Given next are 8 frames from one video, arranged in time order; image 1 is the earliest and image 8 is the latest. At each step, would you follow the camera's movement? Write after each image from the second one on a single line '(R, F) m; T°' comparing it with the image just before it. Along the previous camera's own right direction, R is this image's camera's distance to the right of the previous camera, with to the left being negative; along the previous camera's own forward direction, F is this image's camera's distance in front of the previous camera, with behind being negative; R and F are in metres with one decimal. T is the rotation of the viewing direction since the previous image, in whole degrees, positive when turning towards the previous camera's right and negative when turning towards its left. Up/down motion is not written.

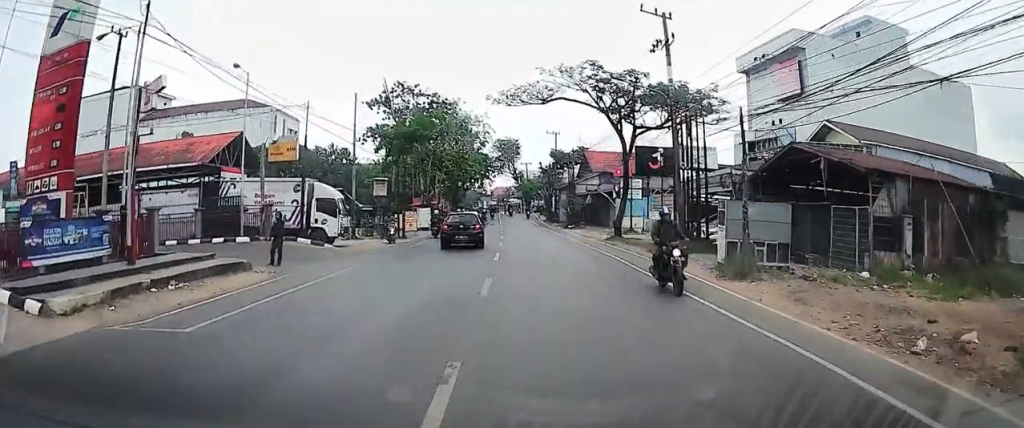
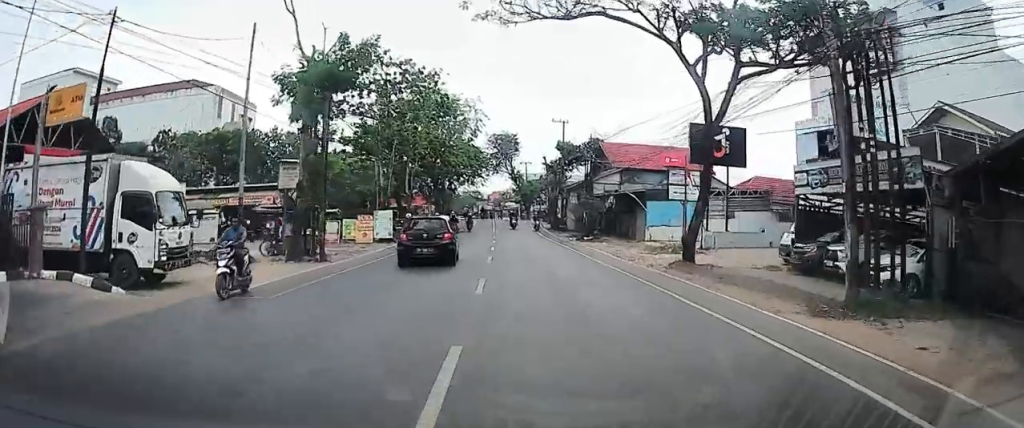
(0.0, +11.6) m; 0°
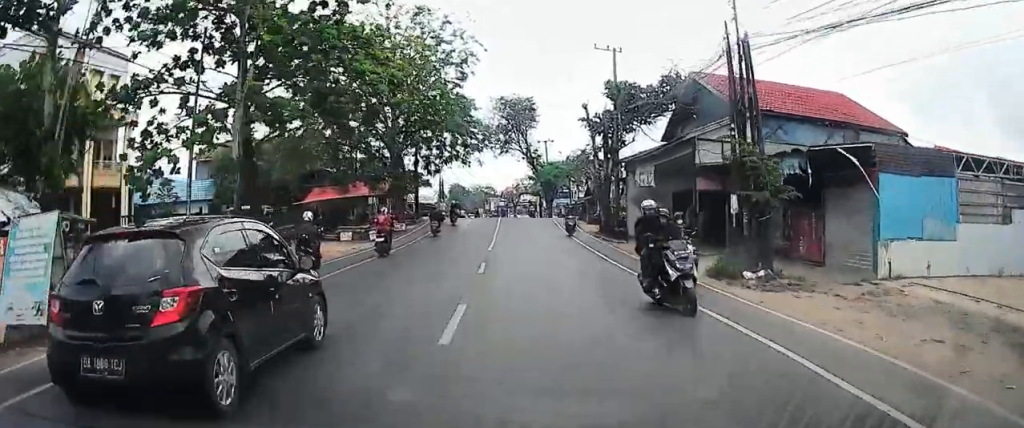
(-0.1, +22.7) m; -1°
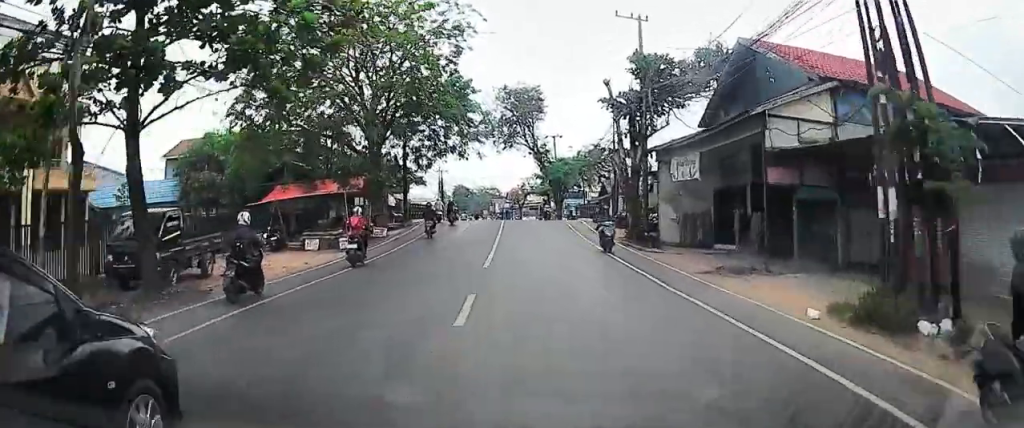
(0.0, +6.0) m; 0°
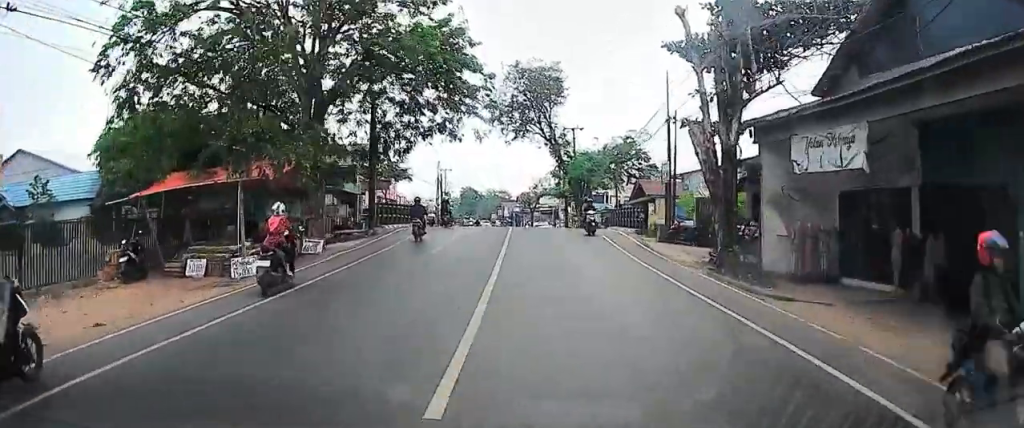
(0.0, +10.2) m; 0°
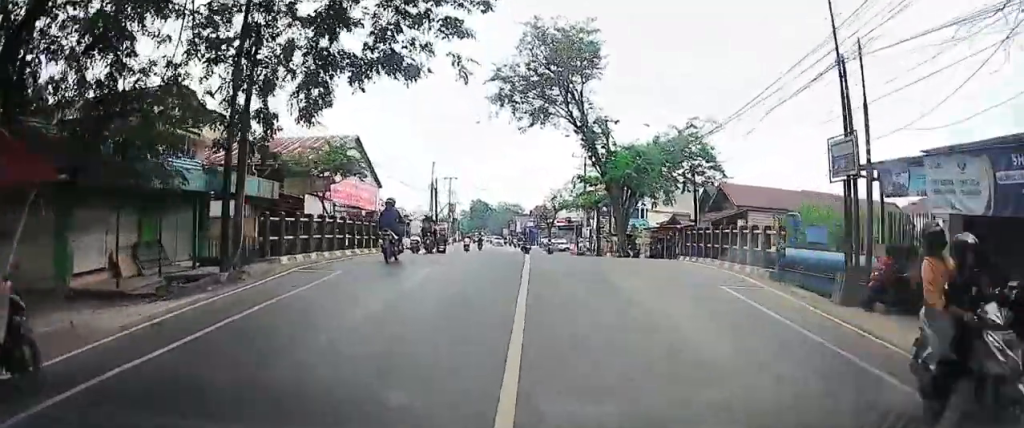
(+0.1, +14.3) m; -1°
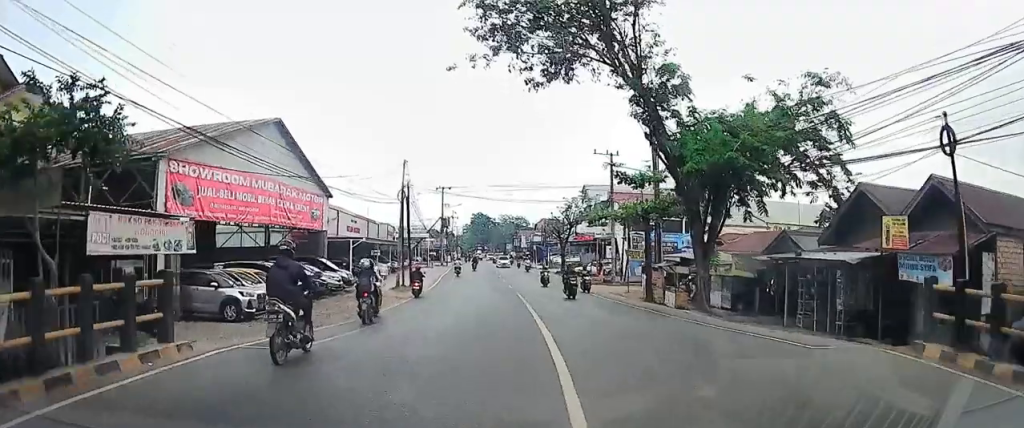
(-0.4, +16.9) m; -3°
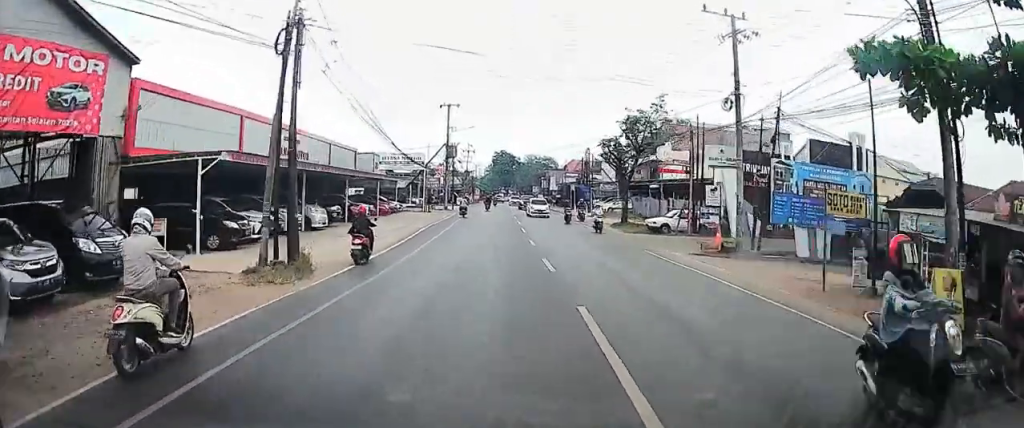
(-0.6, +24.2) m; -2°
